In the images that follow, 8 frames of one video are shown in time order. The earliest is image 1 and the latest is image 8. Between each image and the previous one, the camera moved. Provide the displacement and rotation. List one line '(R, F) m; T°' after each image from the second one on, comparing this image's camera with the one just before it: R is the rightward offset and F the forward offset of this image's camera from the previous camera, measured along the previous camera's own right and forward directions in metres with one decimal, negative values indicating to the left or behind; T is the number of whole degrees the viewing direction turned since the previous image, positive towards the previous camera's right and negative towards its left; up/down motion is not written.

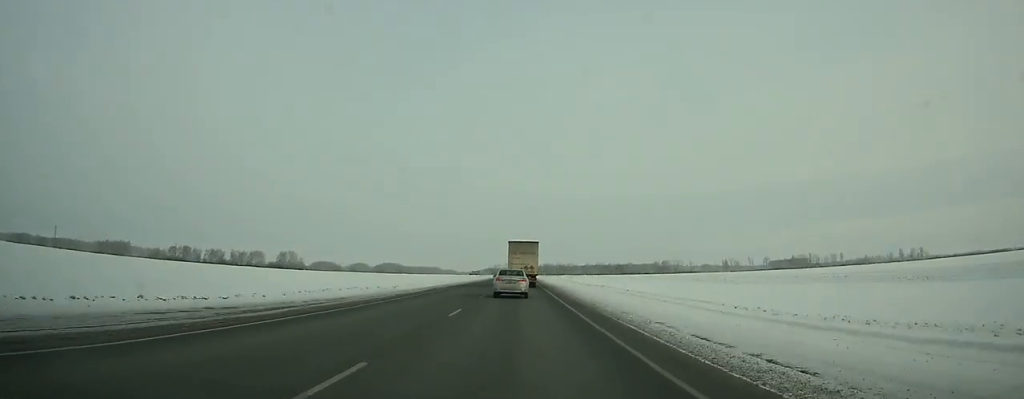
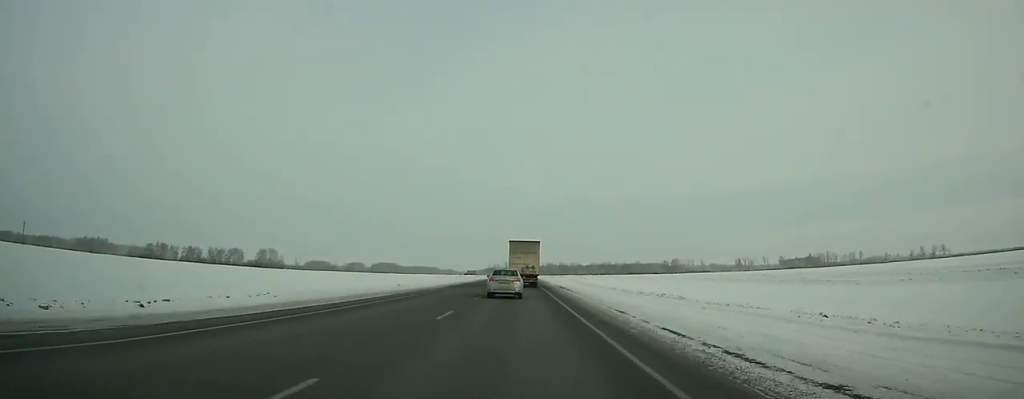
(+0.1, +49.4) m; 0°
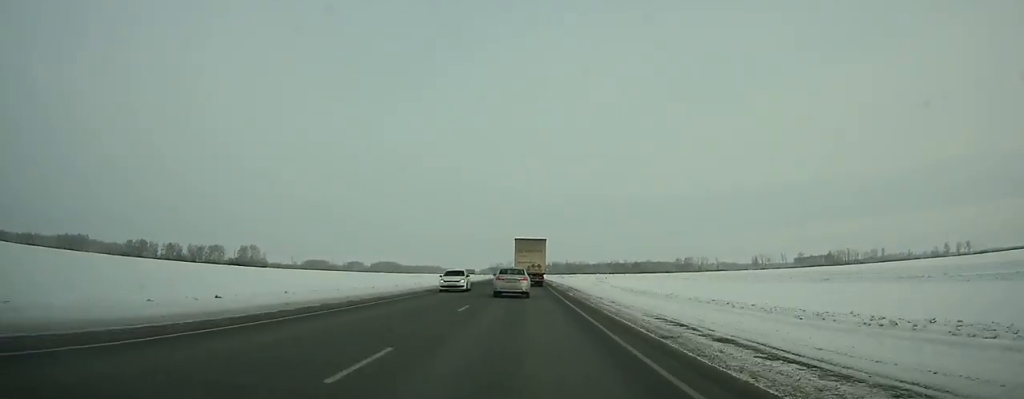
(+0.1, +44.7) m; 0°
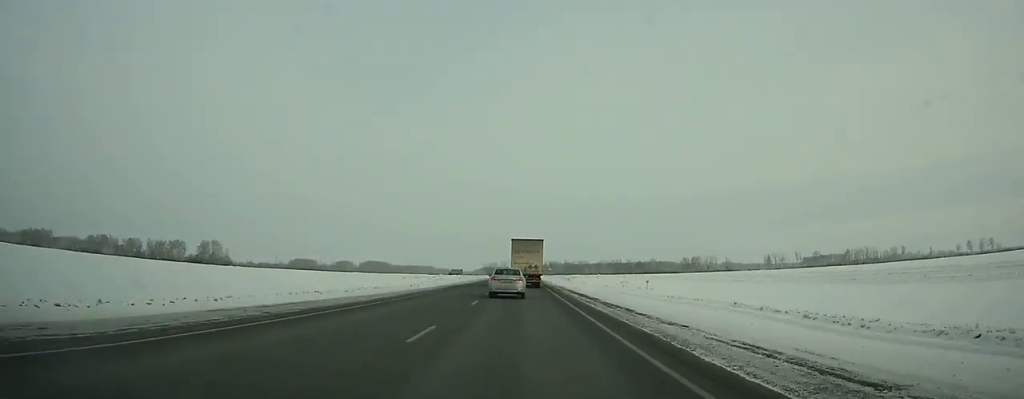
(+0.2, +55.5) m; 0°
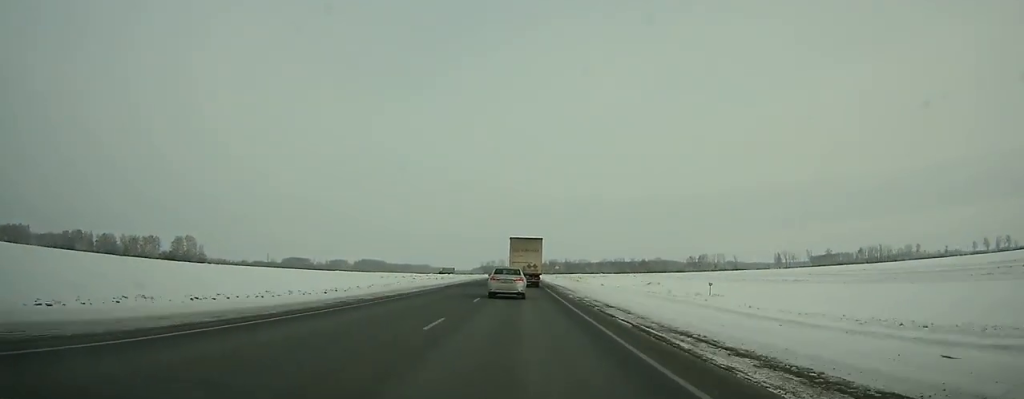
(+0.1, +33.0) m; 0°
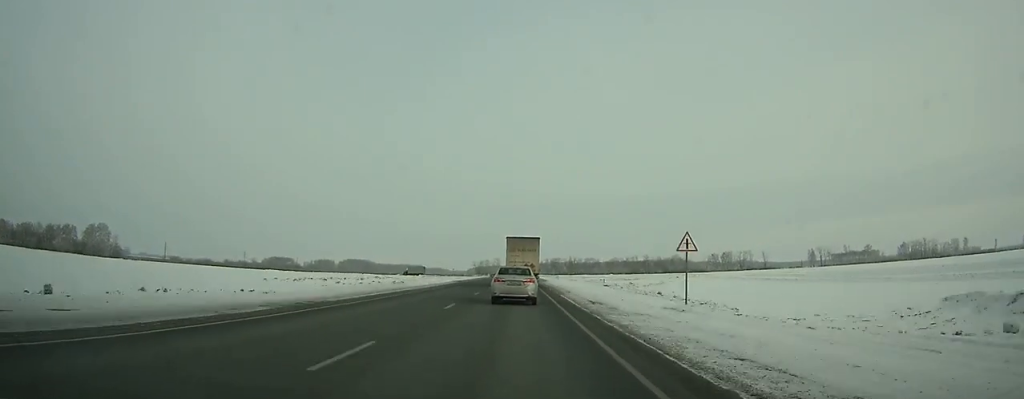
(-0.3, +86.5) m; -1°
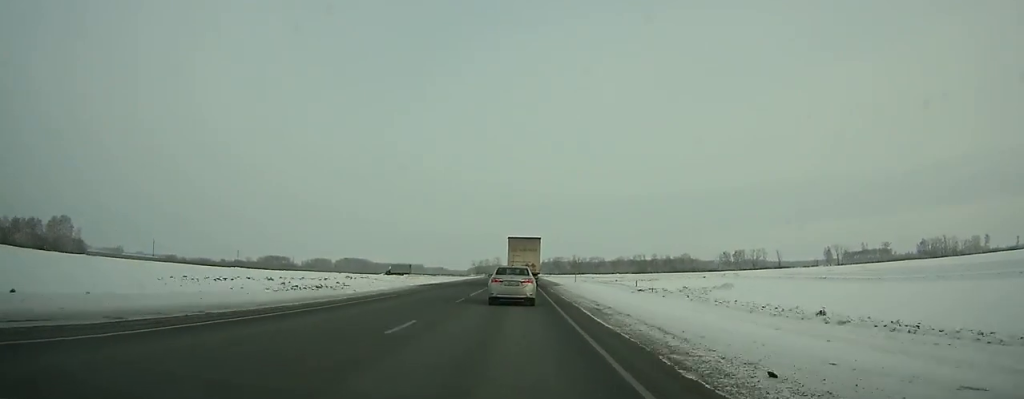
(-0.2, +31.8) m; 0°
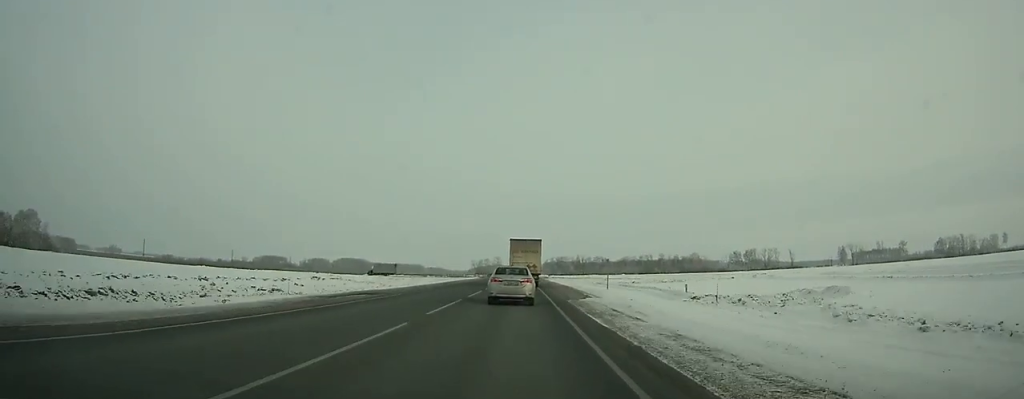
(0.0, +25.4) m; 0°
